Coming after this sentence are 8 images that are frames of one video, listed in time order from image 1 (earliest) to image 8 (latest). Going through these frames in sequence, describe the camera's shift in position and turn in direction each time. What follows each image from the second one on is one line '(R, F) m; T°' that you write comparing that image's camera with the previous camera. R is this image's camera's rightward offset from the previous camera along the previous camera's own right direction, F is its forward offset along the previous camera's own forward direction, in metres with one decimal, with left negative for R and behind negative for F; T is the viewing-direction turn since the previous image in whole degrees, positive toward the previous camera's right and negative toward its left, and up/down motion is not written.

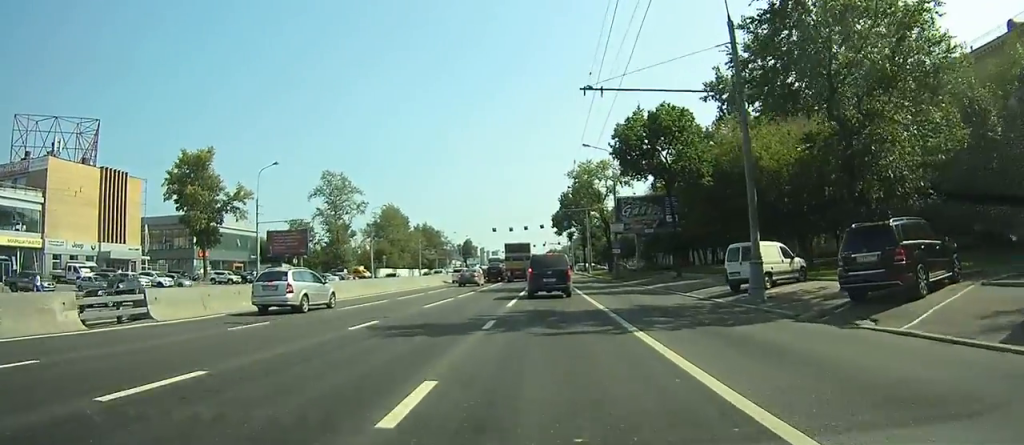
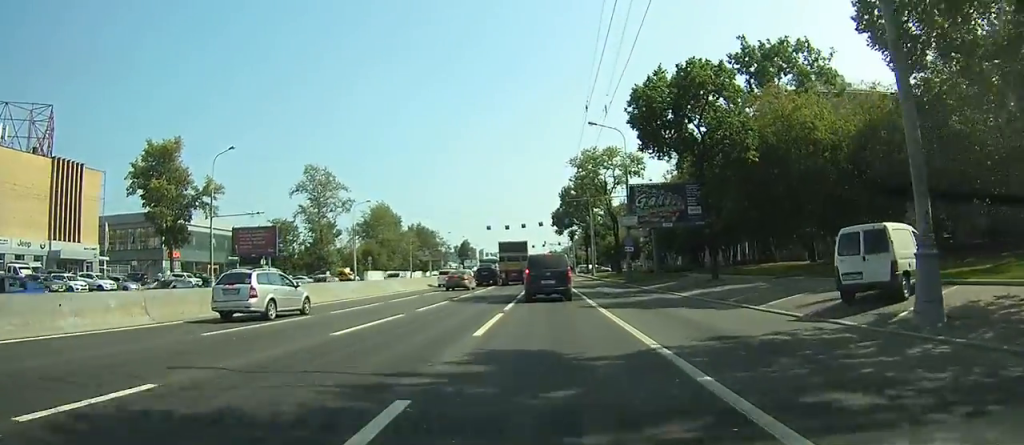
(0.0, +8.9) m; 0°
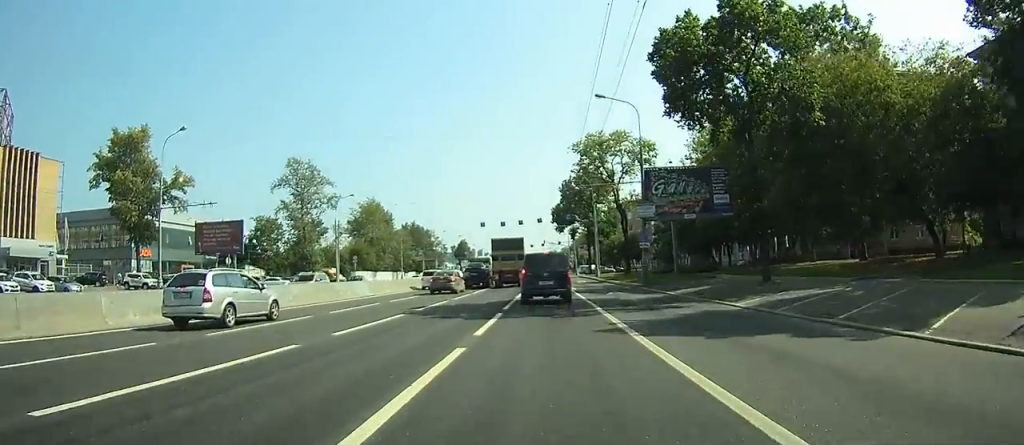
(0.0, +7.8) m; 0°
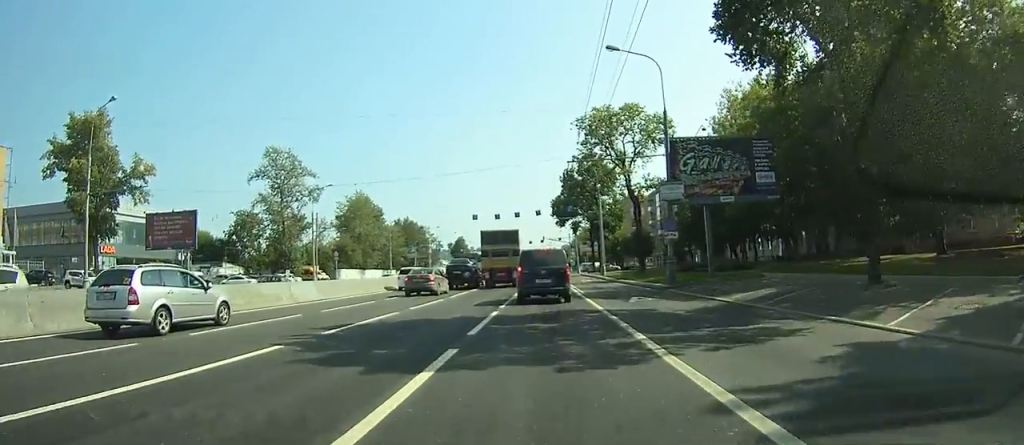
(0.0, +8.6) m; 0°
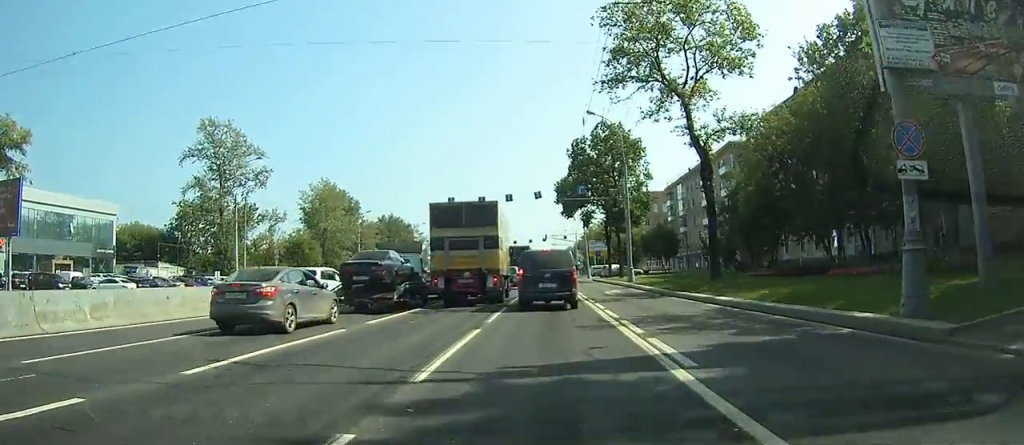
(-0.2, +21.0) m; 0°
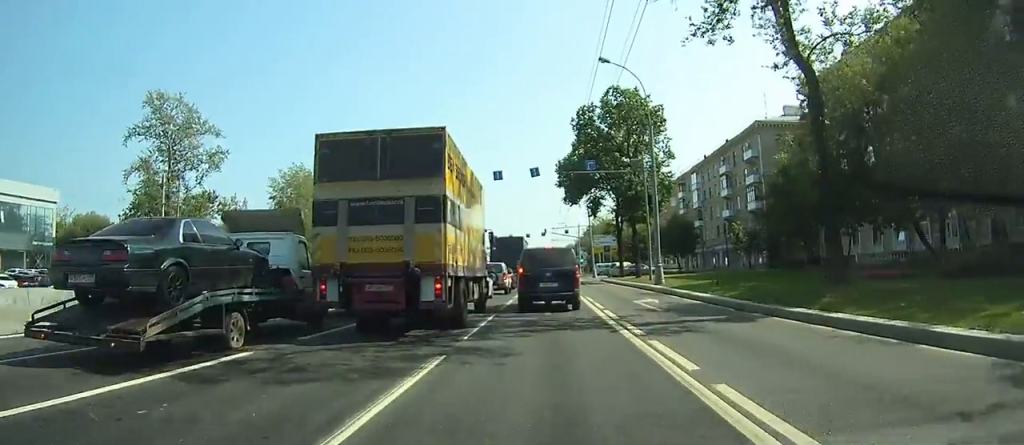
(0.0, +12.0) m; 0°
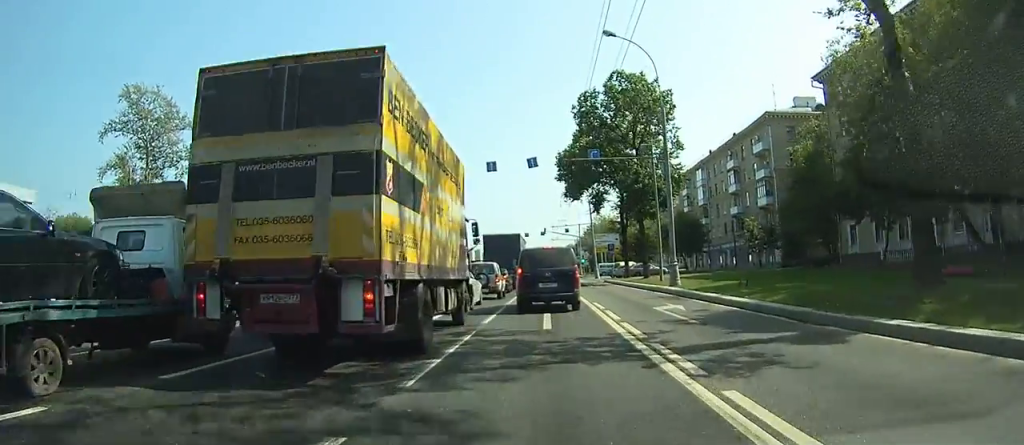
(0.0, +4.2) m; 0°
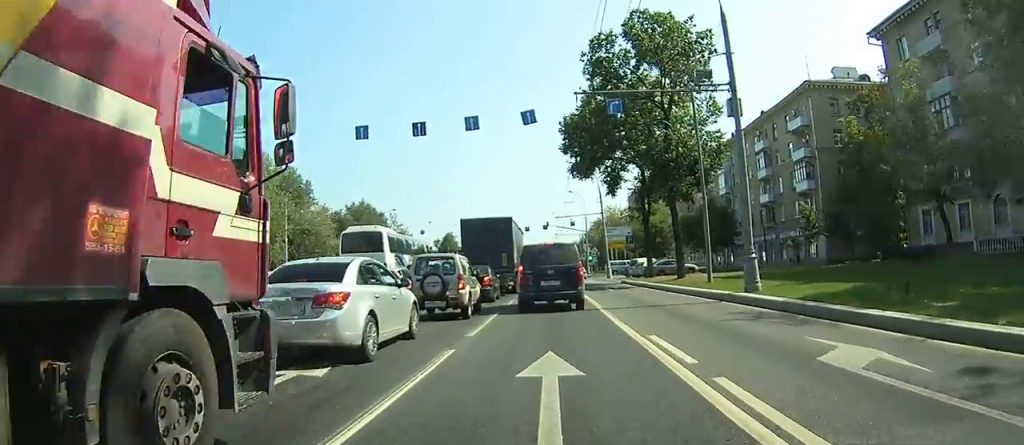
(0.0, +11.1) m; 0°
